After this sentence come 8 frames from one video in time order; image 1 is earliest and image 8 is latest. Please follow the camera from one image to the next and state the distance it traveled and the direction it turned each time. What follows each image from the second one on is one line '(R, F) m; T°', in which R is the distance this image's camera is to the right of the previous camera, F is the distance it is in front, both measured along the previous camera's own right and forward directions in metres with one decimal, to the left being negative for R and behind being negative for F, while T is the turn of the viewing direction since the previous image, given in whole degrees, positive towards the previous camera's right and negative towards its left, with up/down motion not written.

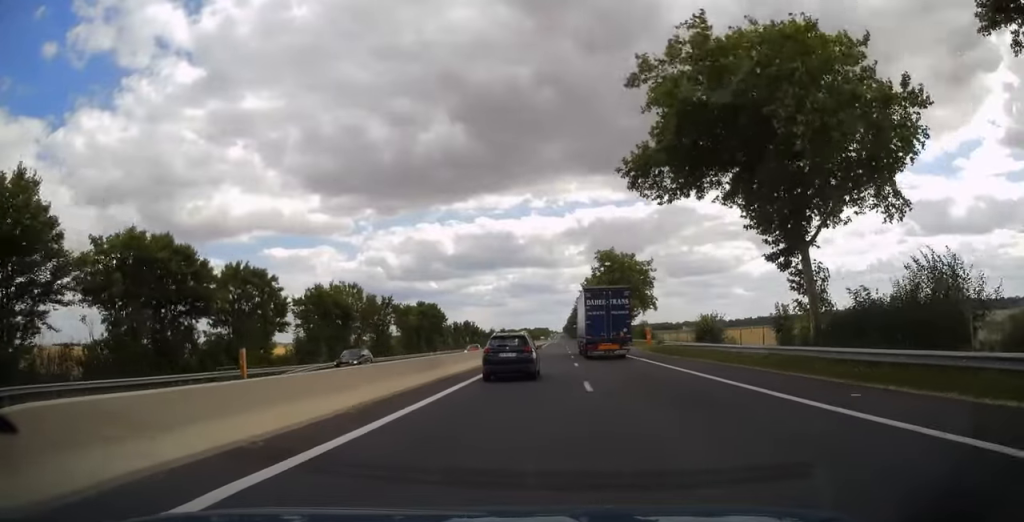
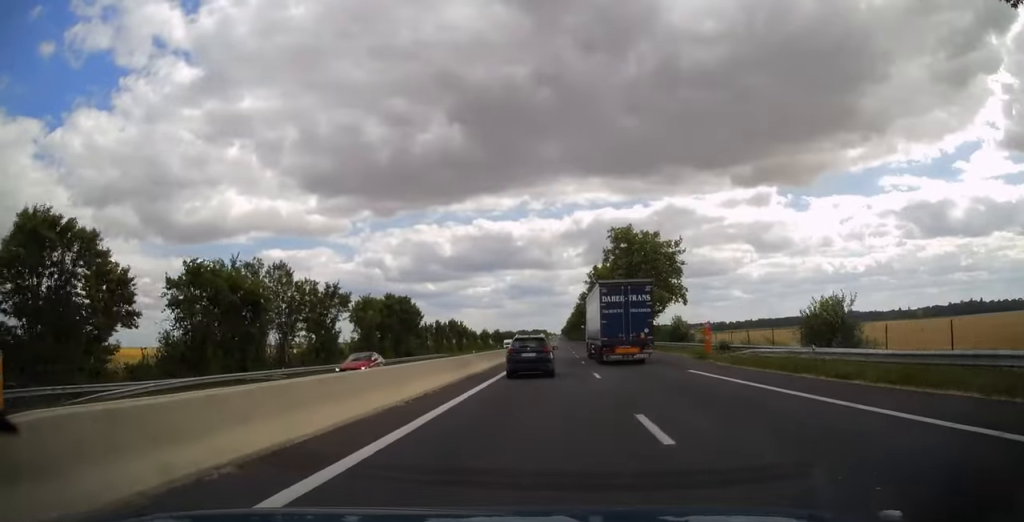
(0.0, +21.1) m; 0°
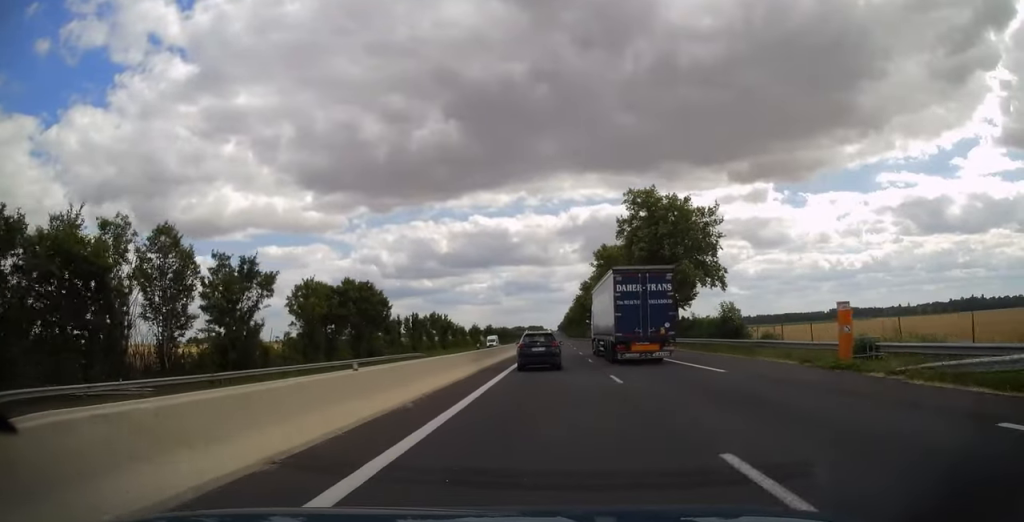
(+0.1, +17.5) m; 0°
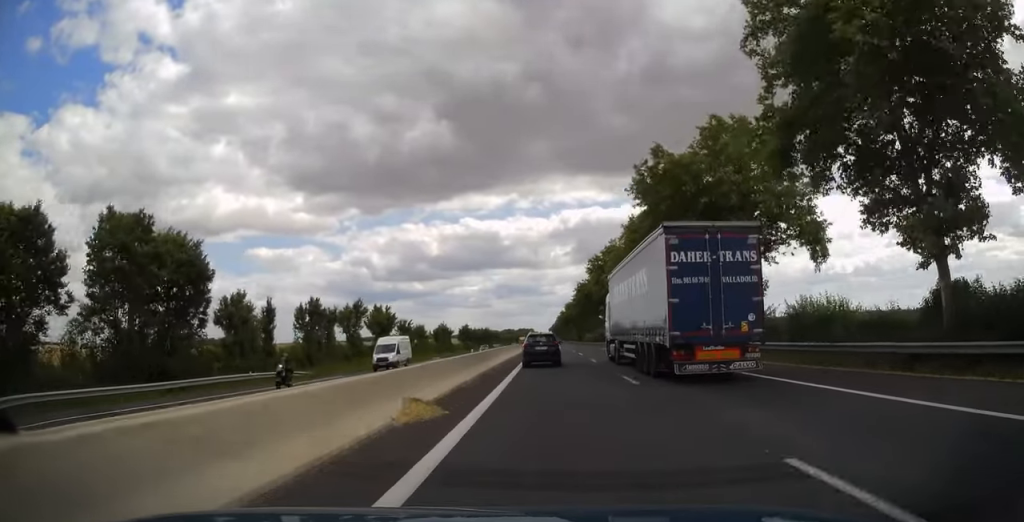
(+0.4, +40.6) m; +1°
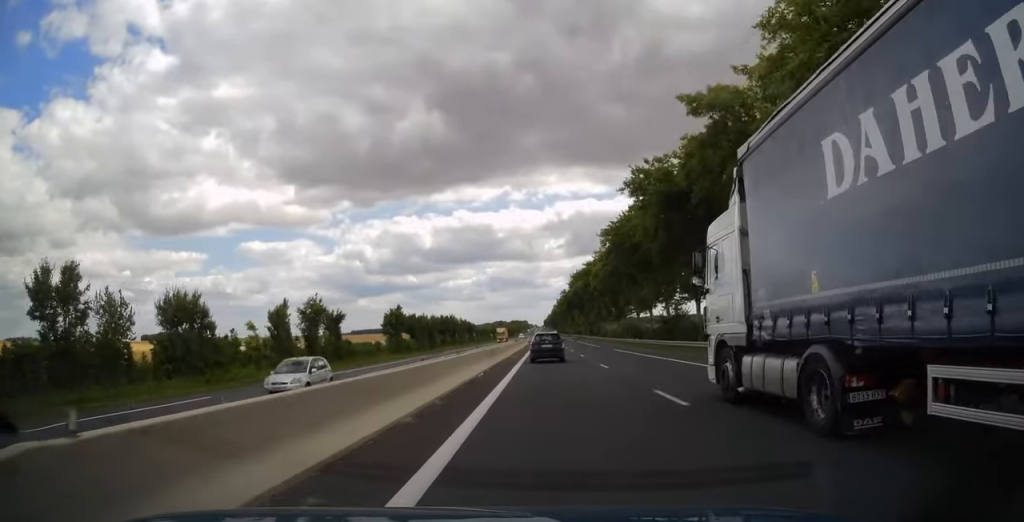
(+0.1, +71.2) m; 0°
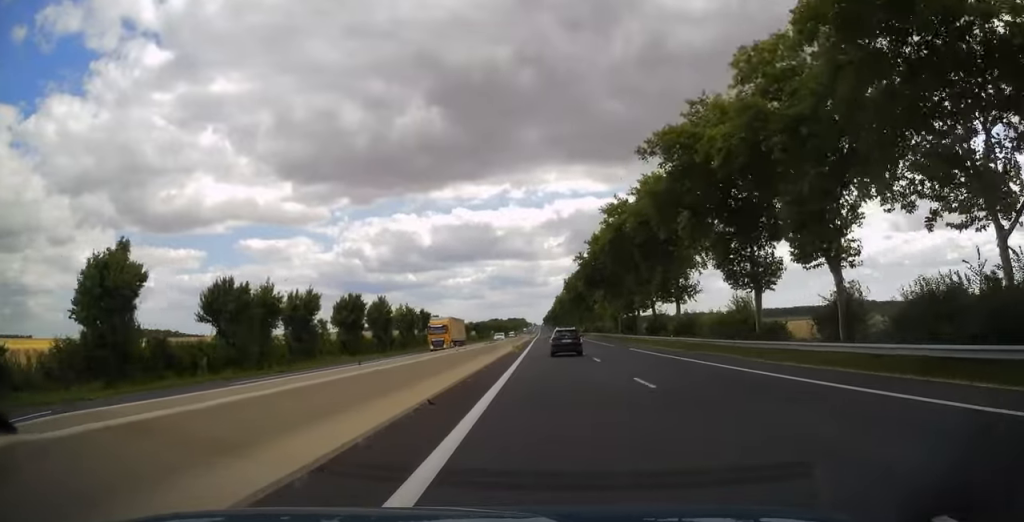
(+0.1, +61.9) m; 0°
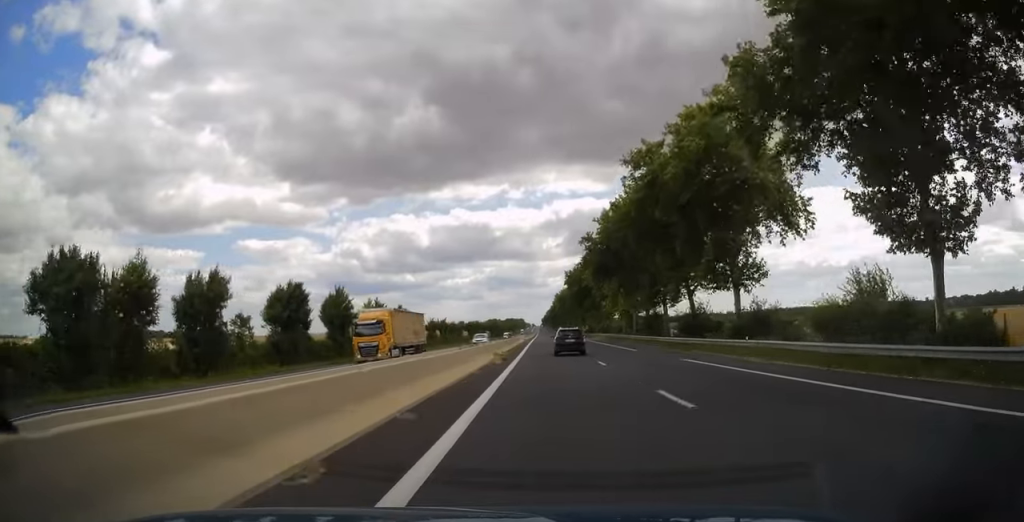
(-0.1, +16.7) m; 0°
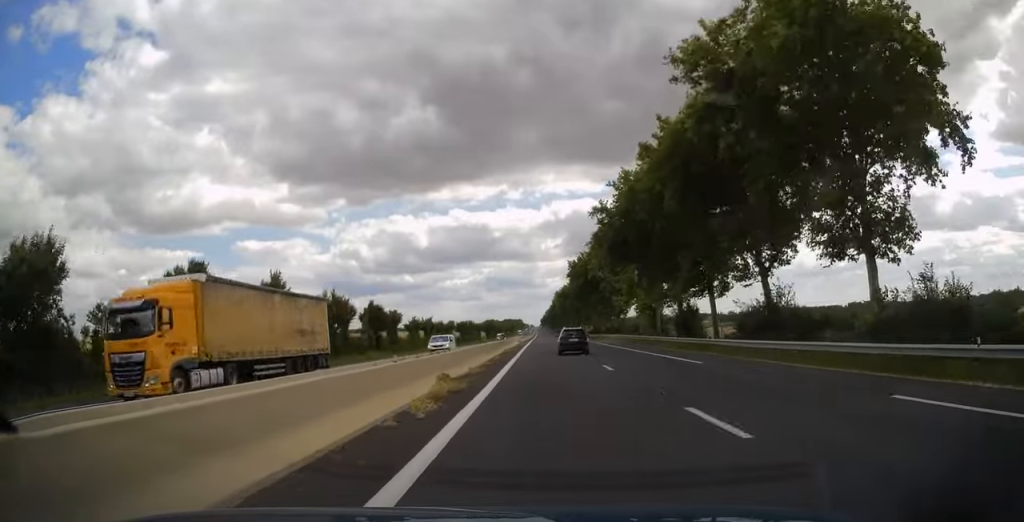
(+0.1, +15.9) m; 0°
